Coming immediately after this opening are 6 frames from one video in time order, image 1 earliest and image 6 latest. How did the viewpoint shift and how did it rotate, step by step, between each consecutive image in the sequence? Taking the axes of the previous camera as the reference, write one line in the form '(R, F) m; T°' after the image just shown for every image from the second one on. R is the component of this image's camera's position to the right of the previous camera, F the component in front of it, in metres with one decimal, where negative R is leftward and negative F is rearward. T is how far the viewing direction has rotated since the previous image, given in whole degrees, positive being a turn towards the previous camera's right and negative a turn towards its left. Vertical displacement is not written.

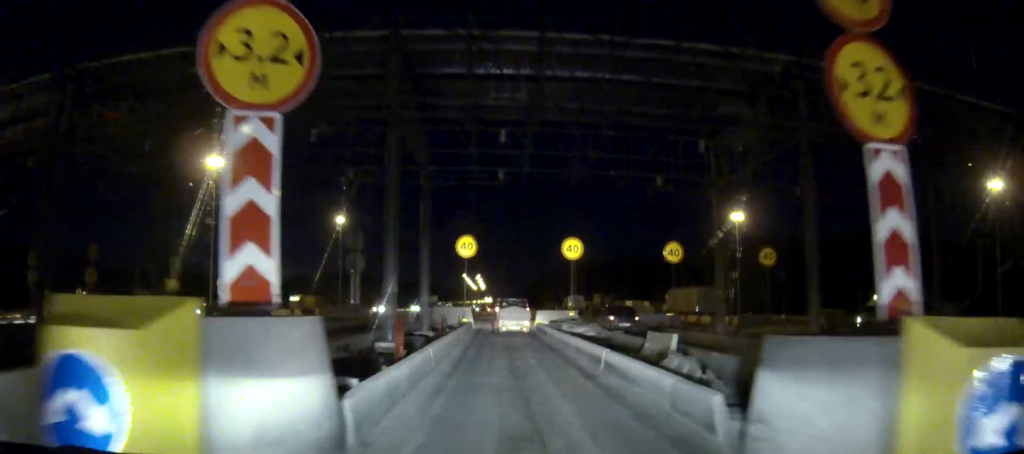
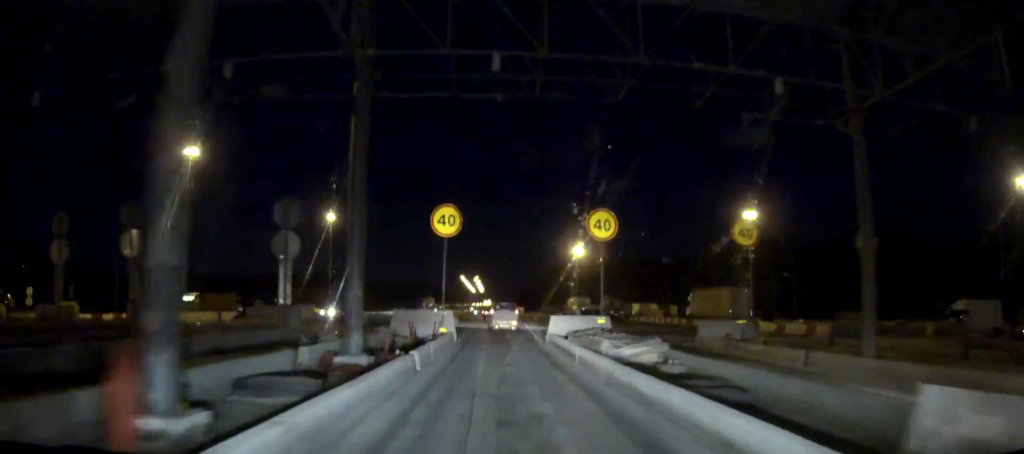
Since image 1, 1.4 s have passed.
(+0.1, +12.7) m; 0°
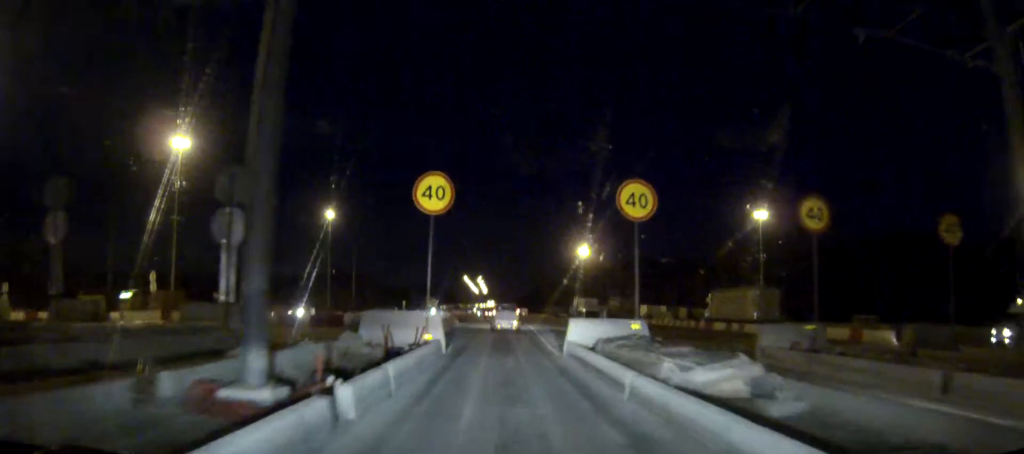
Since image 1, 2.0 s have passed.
(0.0, +5.7) m; 0°
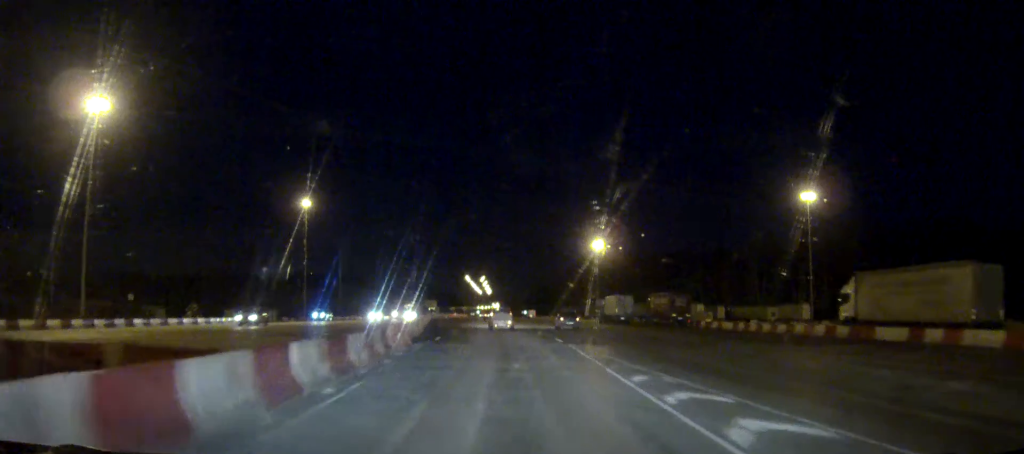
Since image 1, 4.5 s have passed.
(-0.3, +30.6) m; -1°
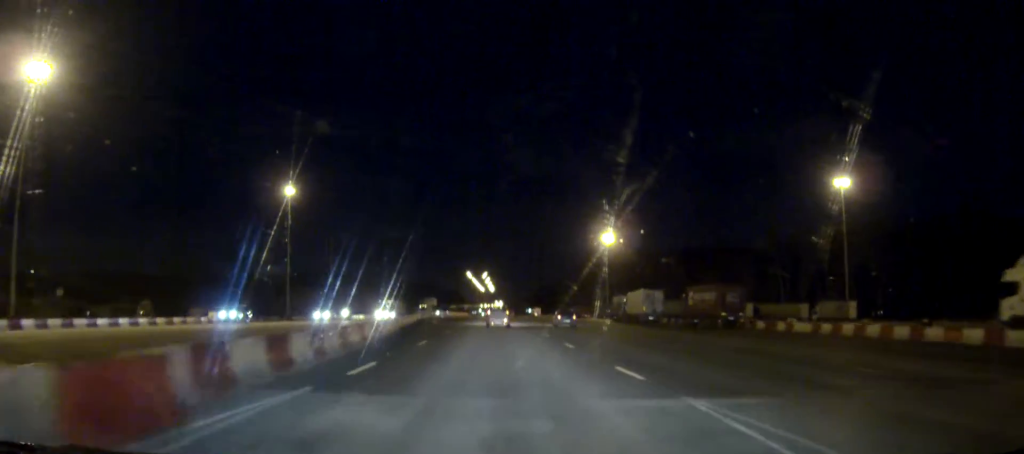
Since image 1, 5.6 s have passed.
(-0.1, +17.7) m; -1°
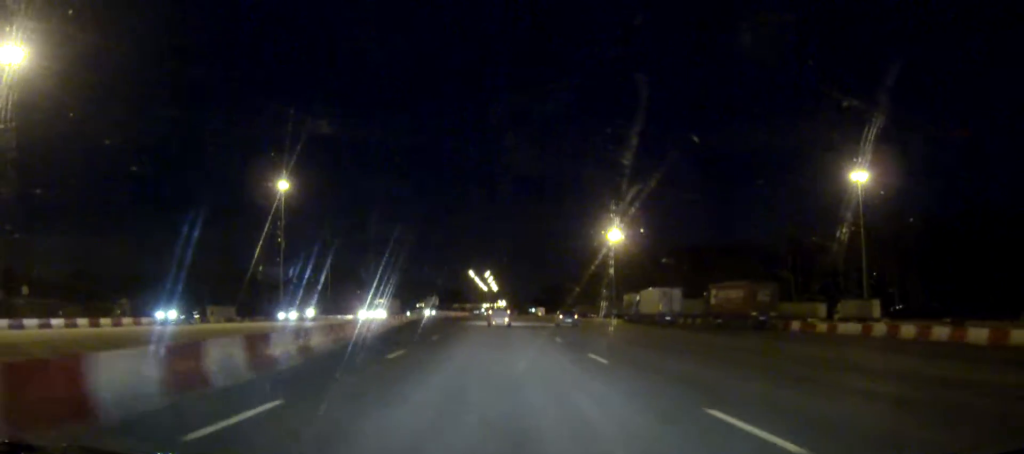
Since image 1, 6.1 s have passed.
(0.0, +7.2) m; 0°
